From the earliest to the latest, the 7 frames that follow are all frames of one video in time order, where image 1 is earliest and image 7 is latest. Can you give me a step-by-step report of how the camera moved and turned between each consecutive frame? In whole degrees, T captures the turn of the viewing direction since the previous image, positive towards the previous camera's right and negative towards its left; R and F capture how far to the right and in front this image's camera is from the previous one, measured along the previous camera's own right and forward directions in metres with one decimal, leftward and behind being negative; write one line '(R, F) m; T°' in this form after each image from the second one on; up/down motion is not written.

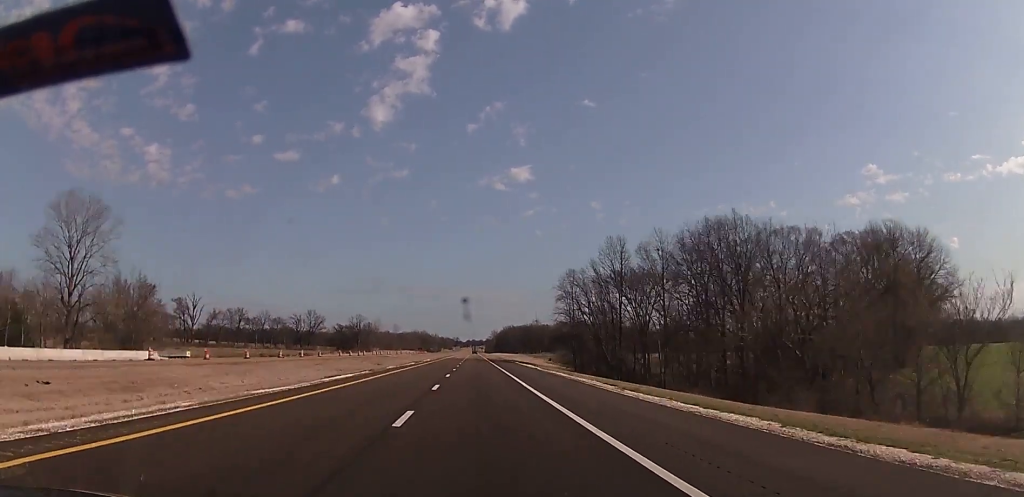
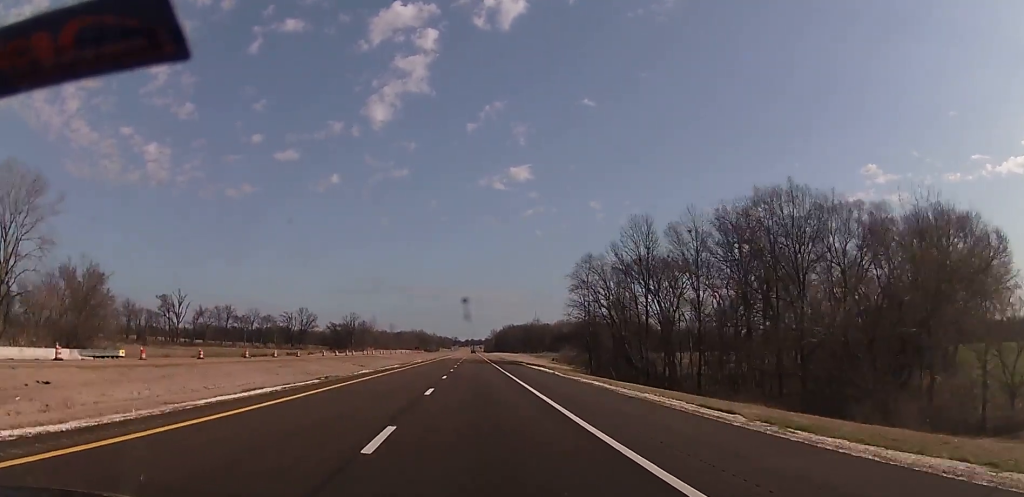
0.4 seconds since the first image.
(-0.1, +15.4) m; 0°
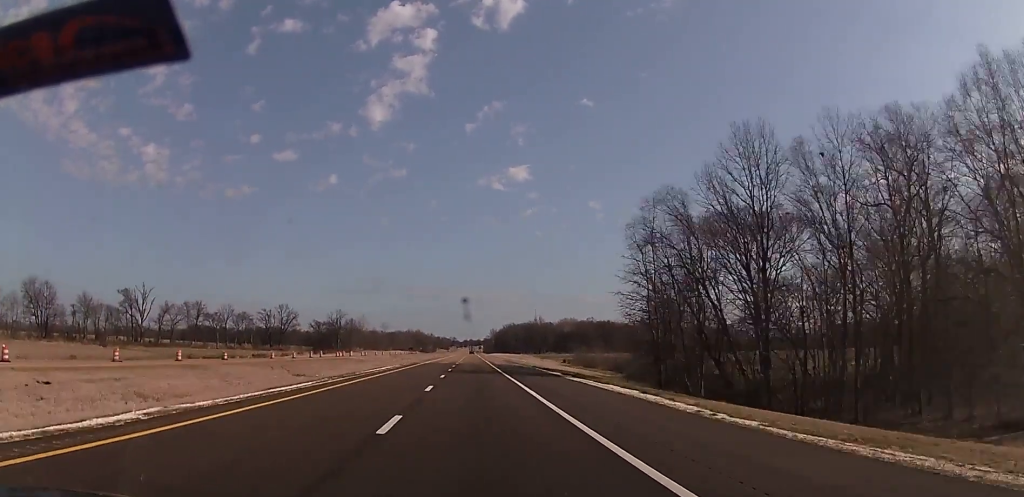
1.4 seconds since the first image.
(+0.4, +34.3) m; 0°
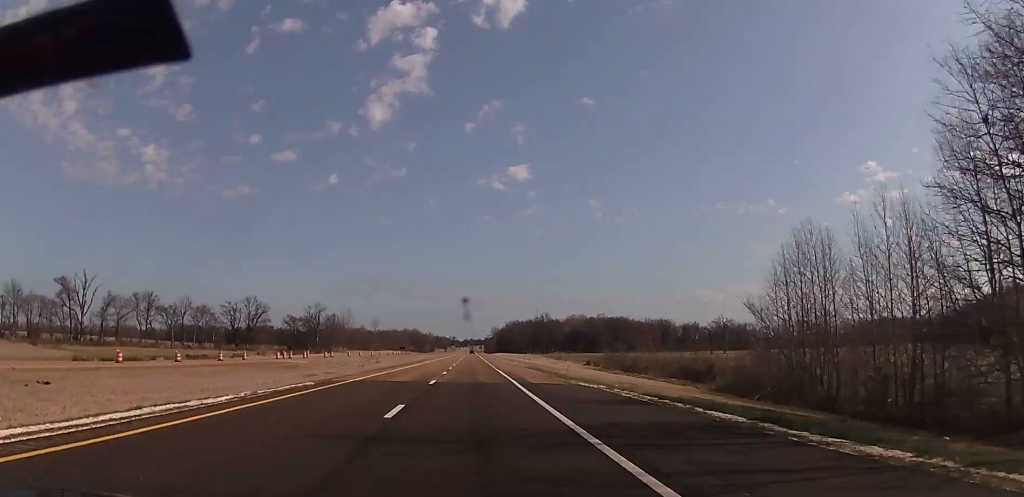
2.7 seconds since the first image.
(-0.2, +46.0) m; 0°
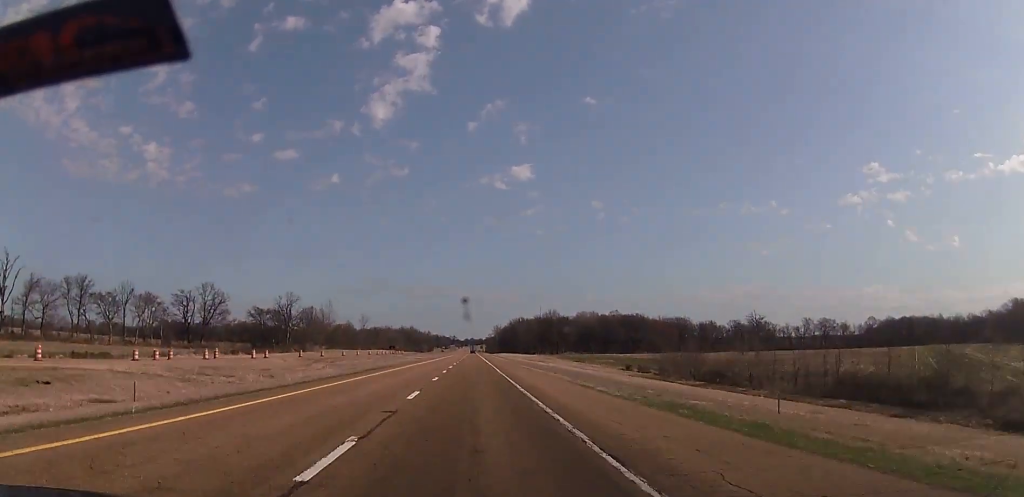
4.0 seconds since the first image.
(0.0, +46.1) m; -1°
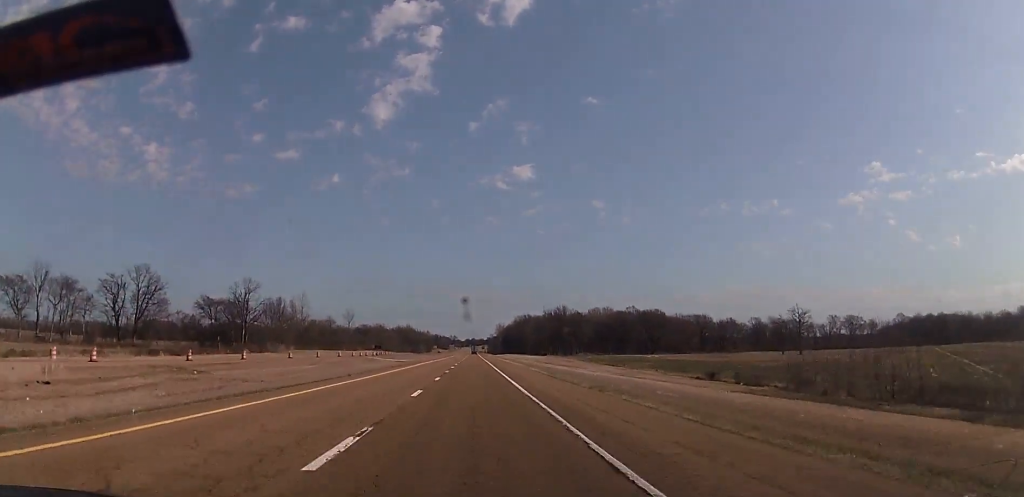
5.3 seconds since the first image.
(-0.3, +47.4) m; 0°
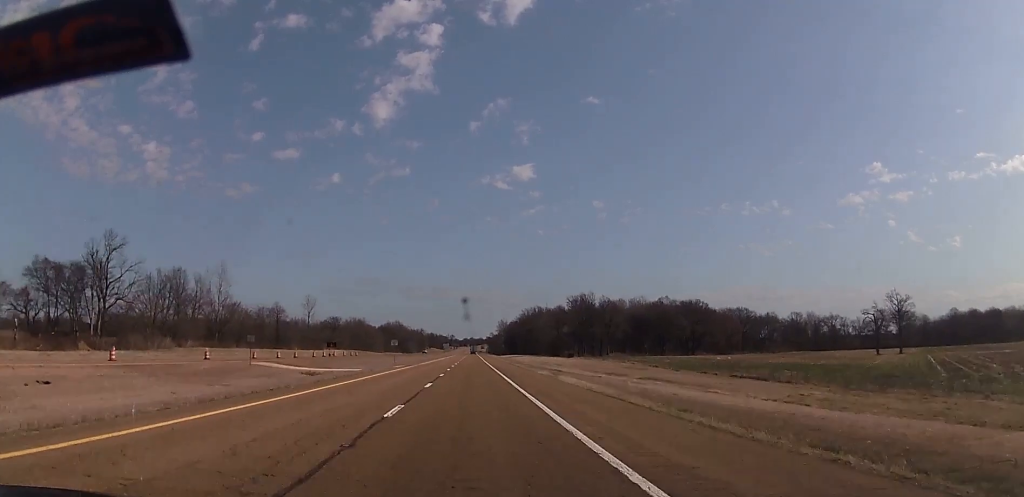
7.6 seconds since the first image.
(+0.8, +79.3) m; 0°
